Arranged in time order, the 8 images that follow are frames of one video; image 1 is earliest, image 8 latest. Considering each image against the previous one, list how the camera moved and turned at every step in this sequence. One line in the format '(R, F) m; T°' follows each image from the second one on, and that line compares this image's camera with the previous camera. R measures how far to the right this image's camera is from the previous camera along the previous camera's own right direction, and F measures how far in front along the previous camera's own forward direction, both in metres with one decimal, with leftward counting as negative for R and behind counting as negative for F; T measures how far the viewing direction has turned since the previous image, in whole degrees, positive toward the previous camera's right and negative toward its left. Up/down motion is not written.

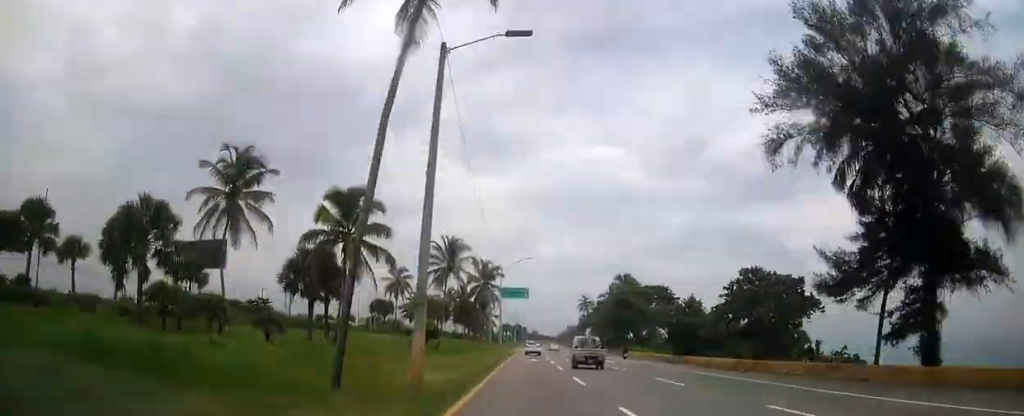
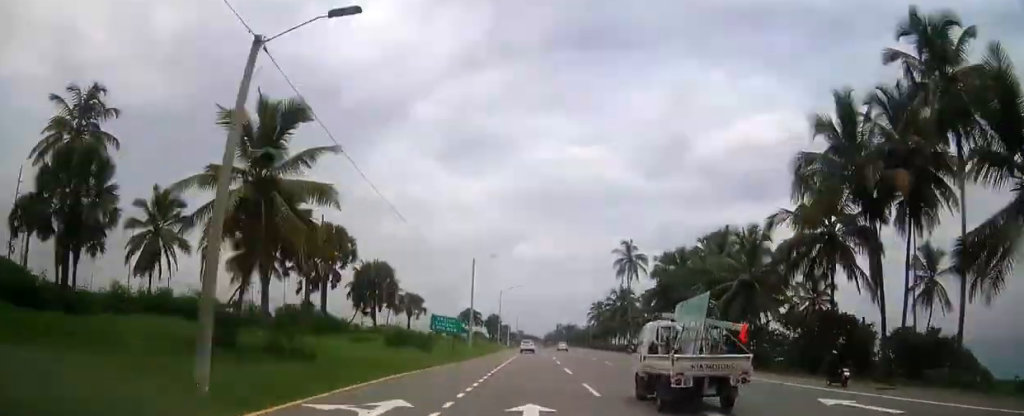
(+0.8, +103.2) m; +1°
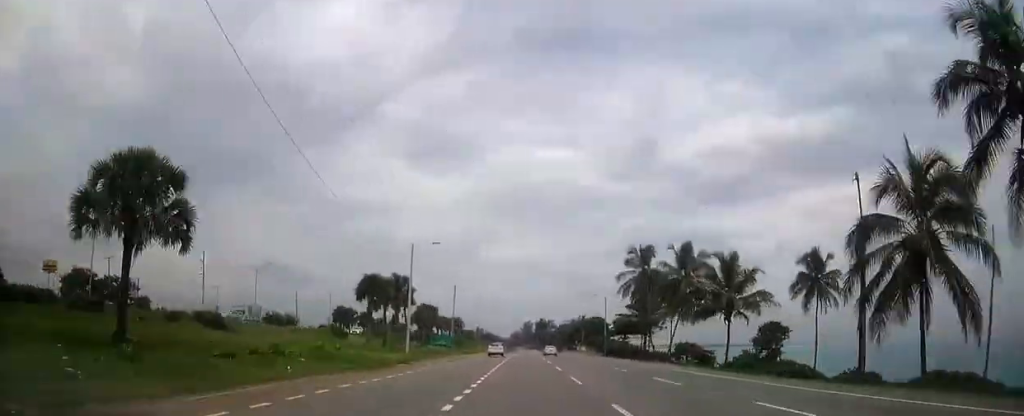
(+2.1, +105.8) m; +2°
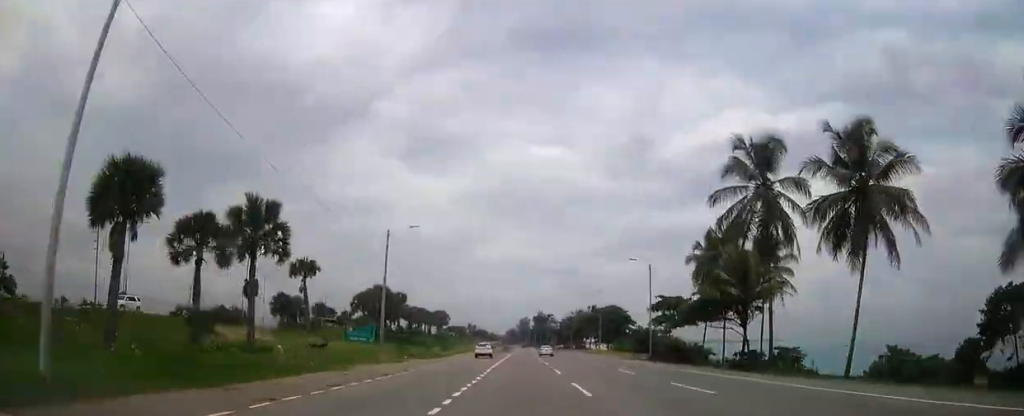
(+0.6, +41.7) m; +1°
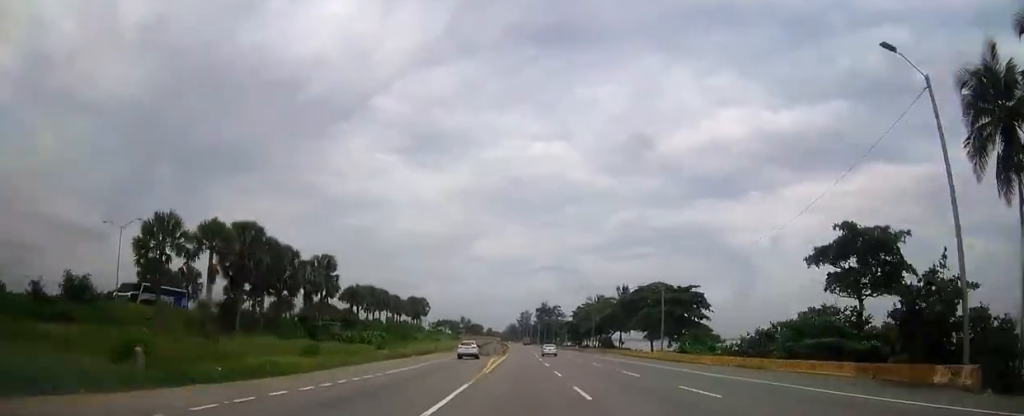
(+0.3, +50.9) m; 0°
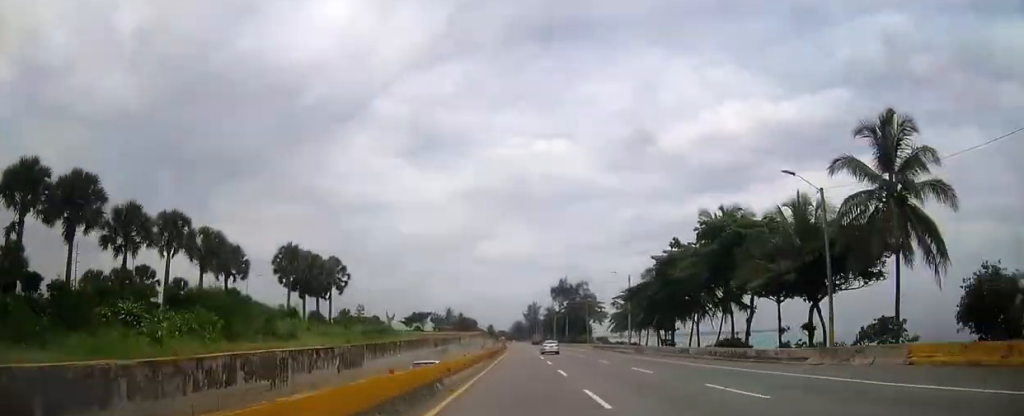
(-0.2, +89.2) m; -1°
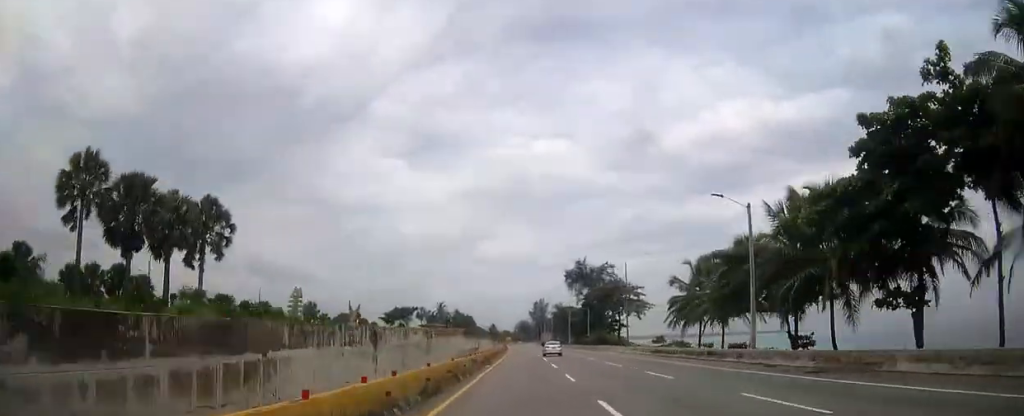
(-0.2, +41.6) m; 0°
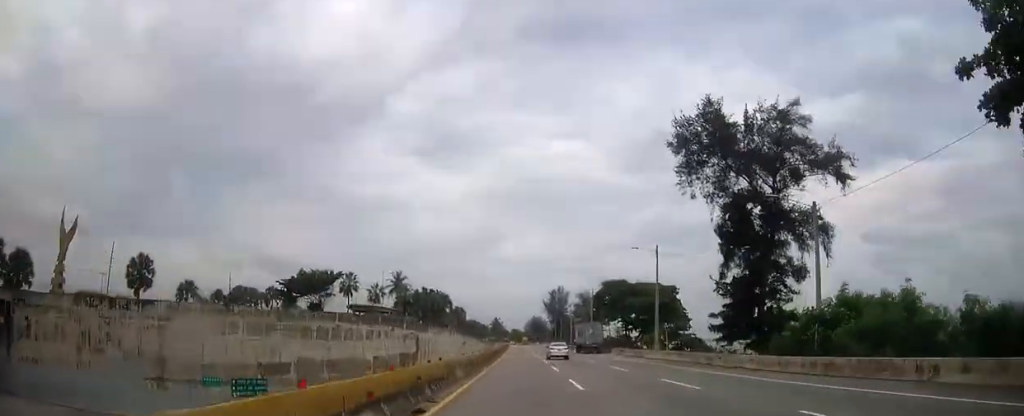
(-0.9, +89.2) m; -1°
